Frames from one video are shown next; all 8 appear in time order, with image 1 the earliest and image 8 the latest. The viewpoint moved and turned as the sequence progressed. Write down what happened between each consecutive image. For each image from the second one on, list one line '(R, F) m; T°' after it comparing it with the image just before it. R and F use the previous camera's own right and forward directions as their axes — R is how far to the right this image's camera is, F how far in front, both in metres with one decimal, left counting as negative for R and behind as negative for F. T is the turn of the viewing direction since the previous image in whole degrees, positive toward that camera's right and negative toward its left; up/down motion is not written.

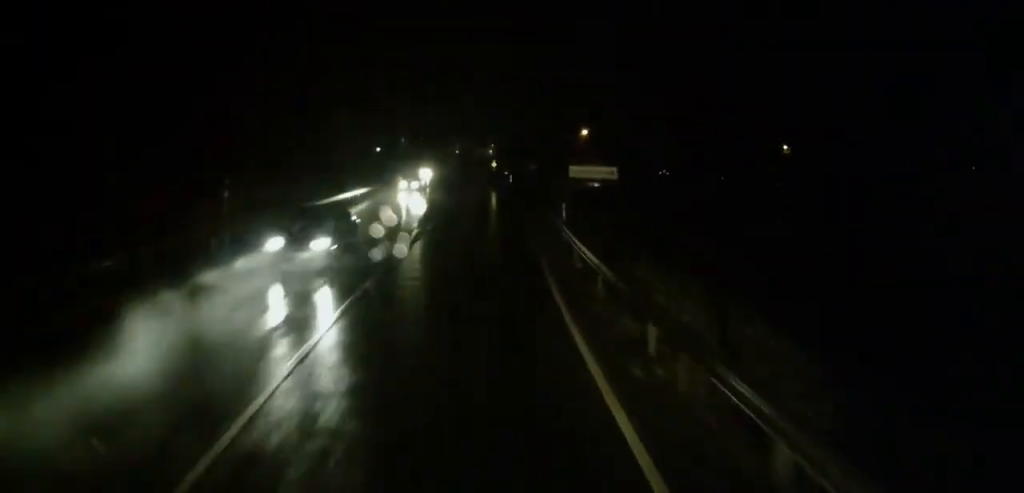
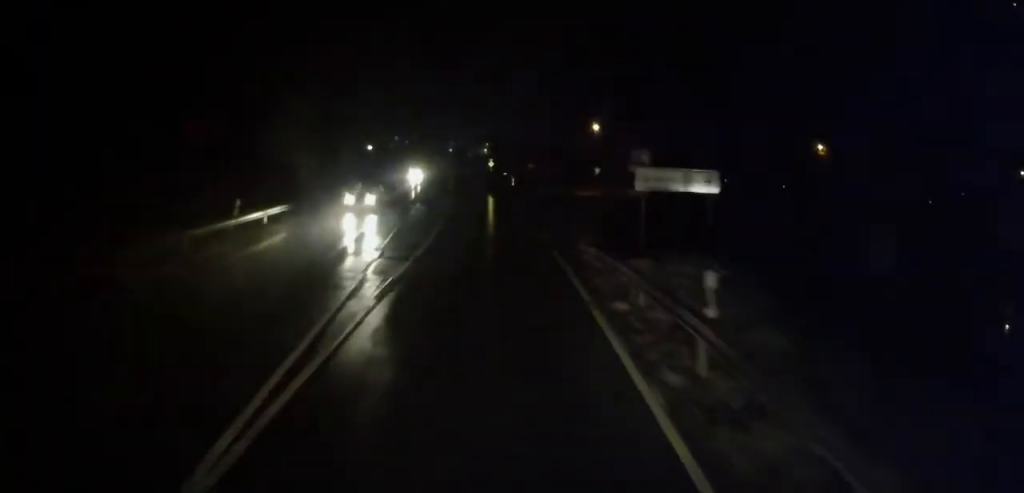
(0.0, +13.0) m; 0°
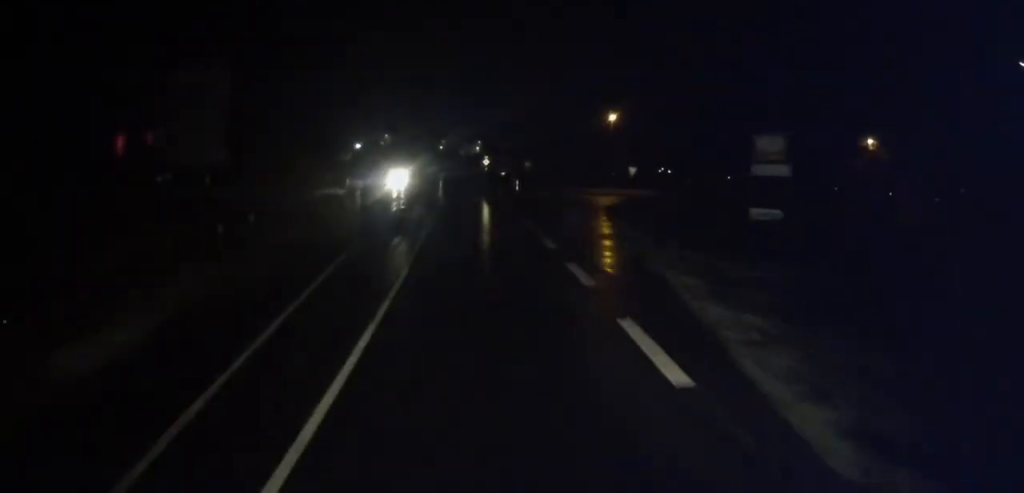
(0.0, +14.8) m; 0°
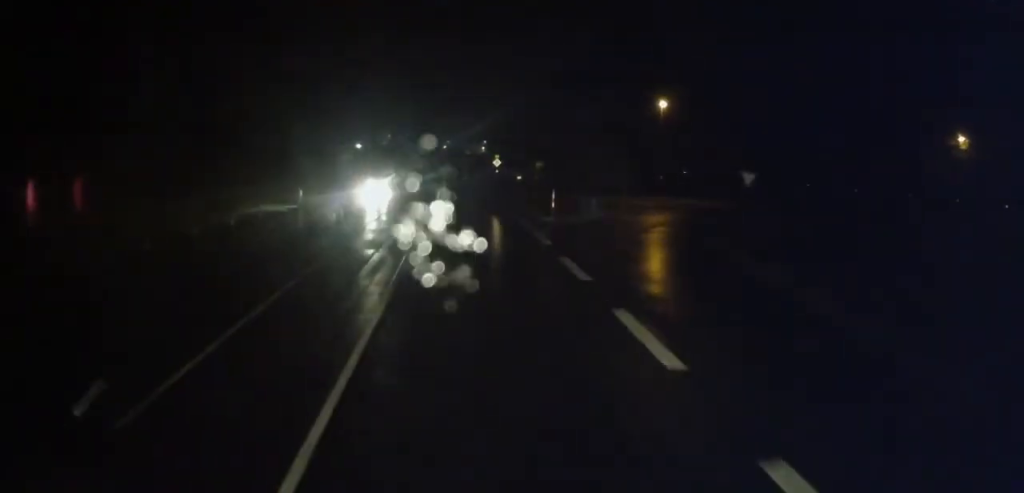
(0.0, +17.2) m; +1°
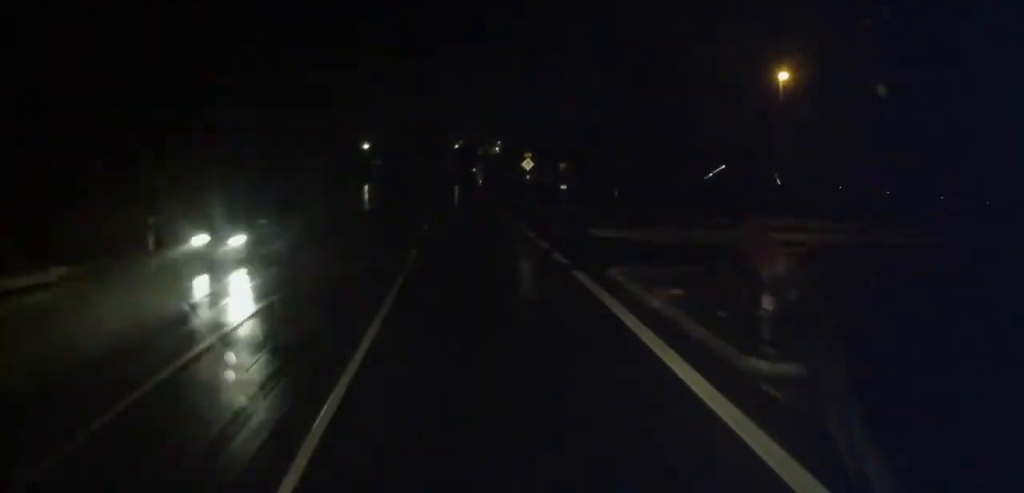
(+0.3, +20.1) m; +1°
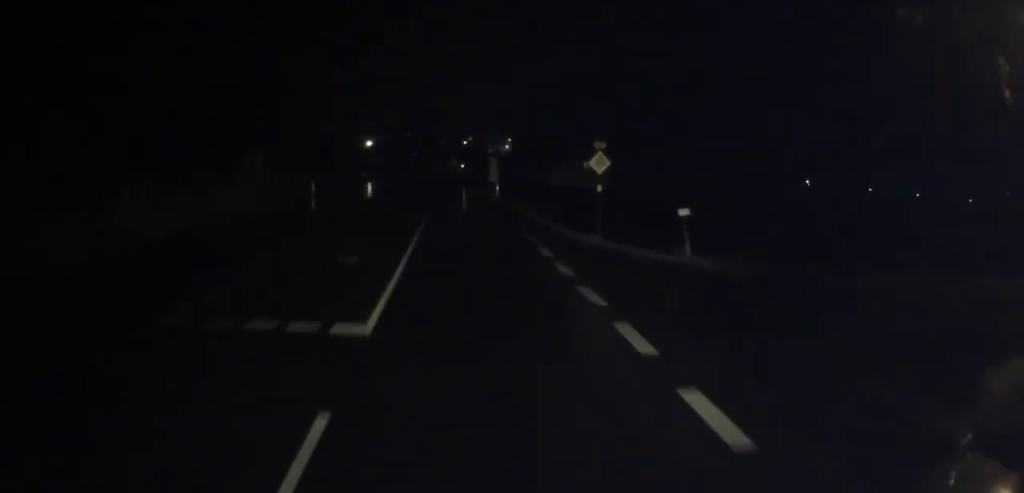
(-0.2, +20.1) m; -2°
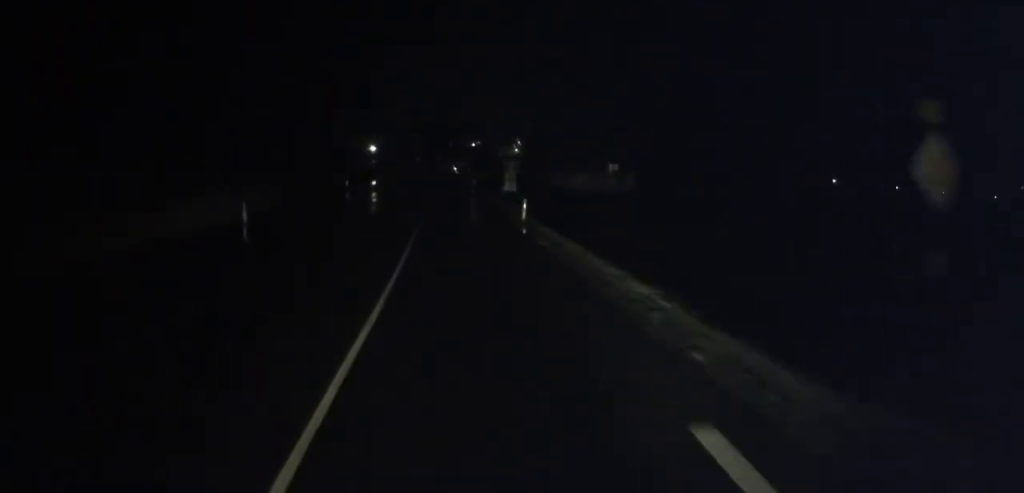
(-0.3, +16.0) m; 0°
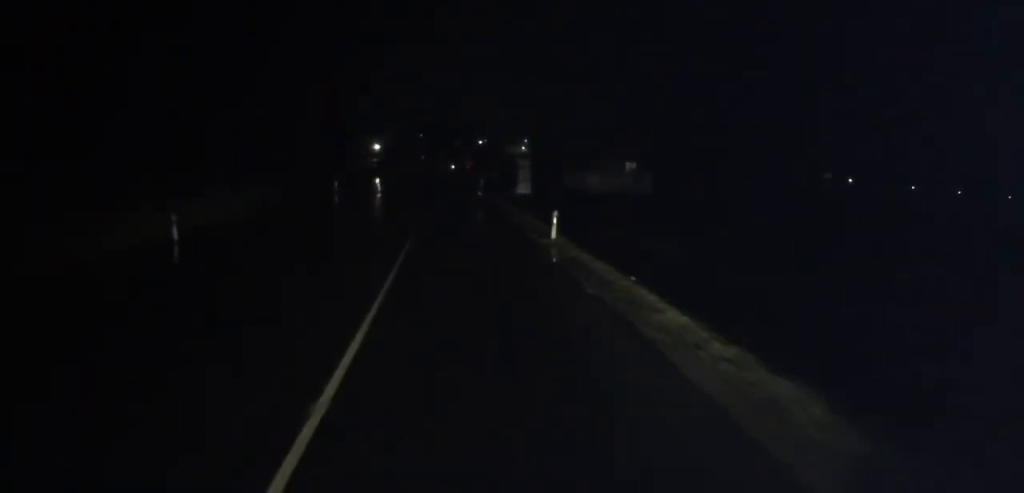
(0.0, +8.3) m; 0°
